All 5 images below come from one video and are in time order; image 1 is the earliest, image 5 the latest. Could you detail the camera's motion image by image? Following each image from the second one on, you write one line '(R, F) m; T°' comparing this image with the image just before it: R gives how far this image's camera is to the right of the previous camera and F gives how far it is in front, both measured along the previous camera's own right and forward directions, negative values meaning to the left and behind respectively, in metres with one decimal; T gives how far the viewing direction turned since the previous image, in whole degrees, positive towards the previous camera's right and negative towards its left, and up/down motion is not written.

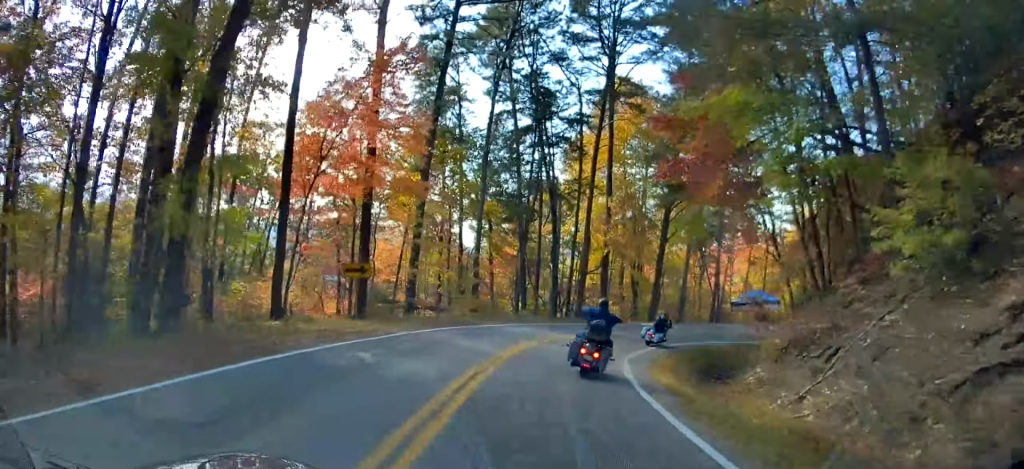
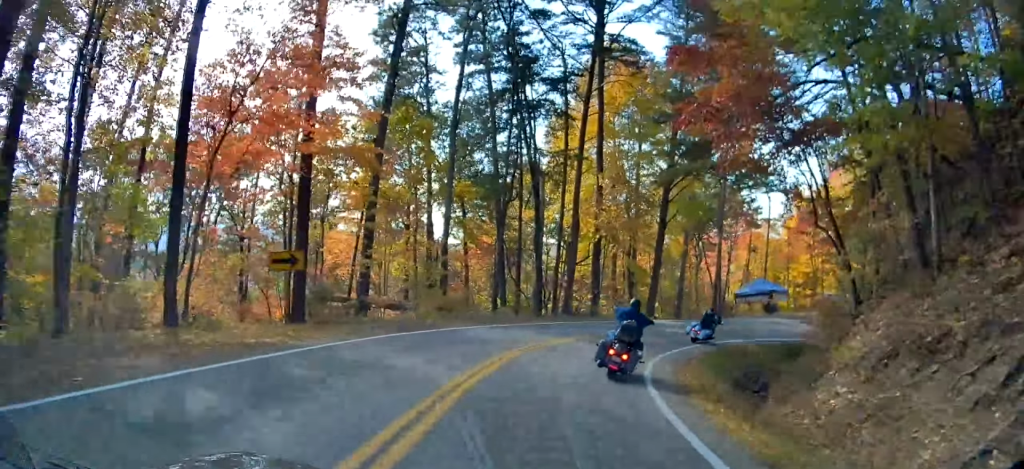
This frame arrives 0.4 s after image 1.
(+0.2, +5.5) m; +3°
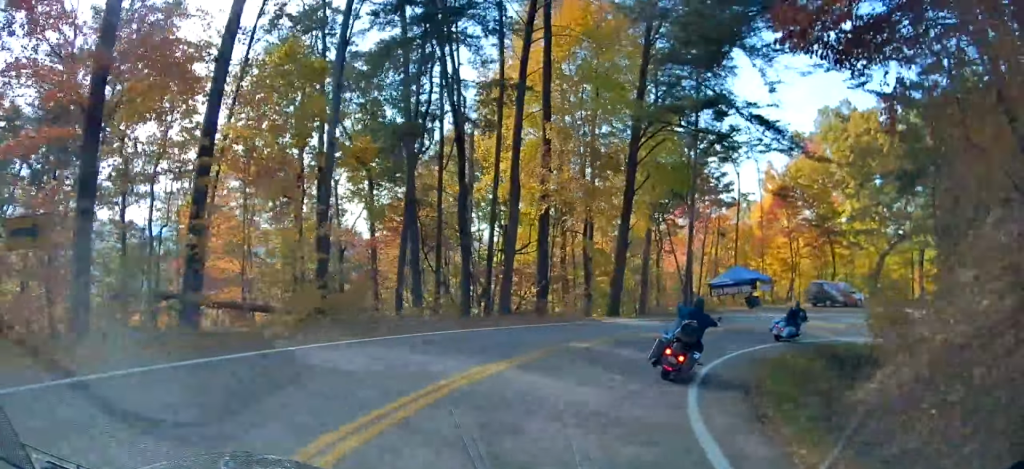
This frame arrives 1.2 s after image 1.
(+0.2, +9.0) m; +6°
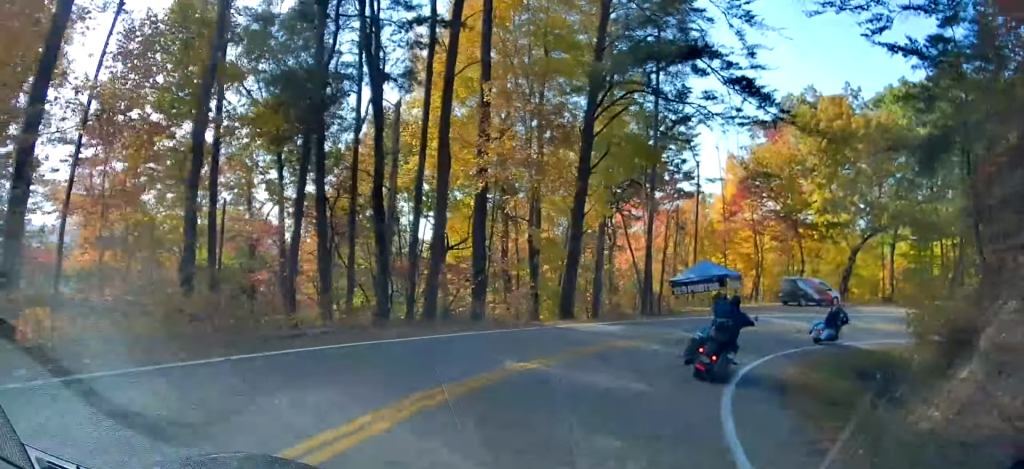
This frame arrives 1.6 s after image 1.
(+0.1, +4.6) m; +6°
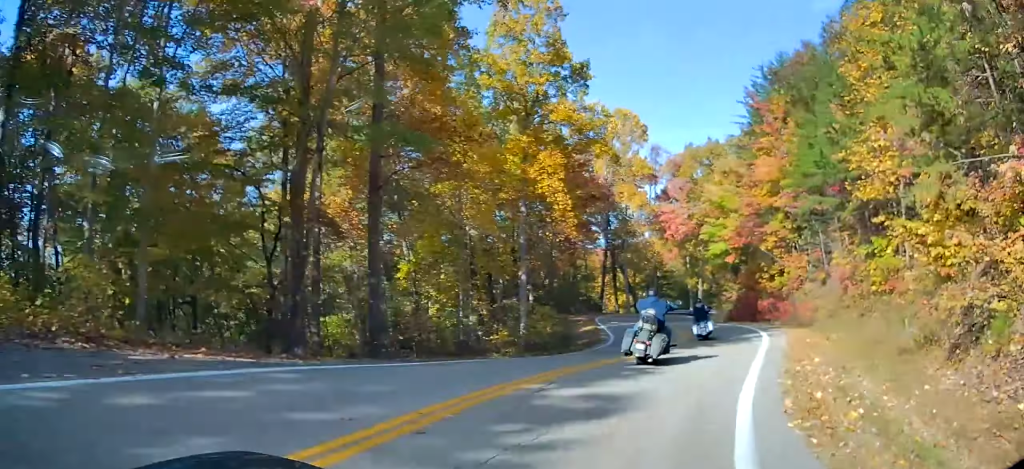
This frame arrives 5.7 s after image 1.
(+29.4, +28.2) m; +92°
